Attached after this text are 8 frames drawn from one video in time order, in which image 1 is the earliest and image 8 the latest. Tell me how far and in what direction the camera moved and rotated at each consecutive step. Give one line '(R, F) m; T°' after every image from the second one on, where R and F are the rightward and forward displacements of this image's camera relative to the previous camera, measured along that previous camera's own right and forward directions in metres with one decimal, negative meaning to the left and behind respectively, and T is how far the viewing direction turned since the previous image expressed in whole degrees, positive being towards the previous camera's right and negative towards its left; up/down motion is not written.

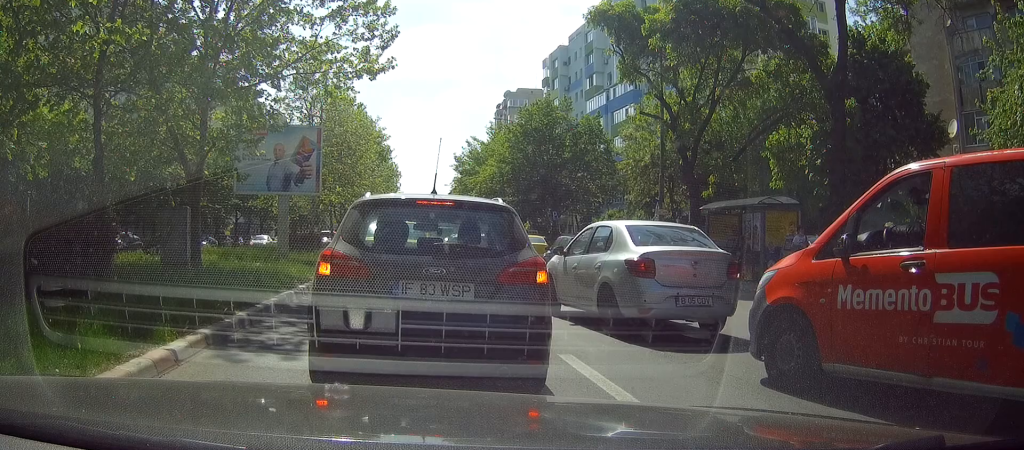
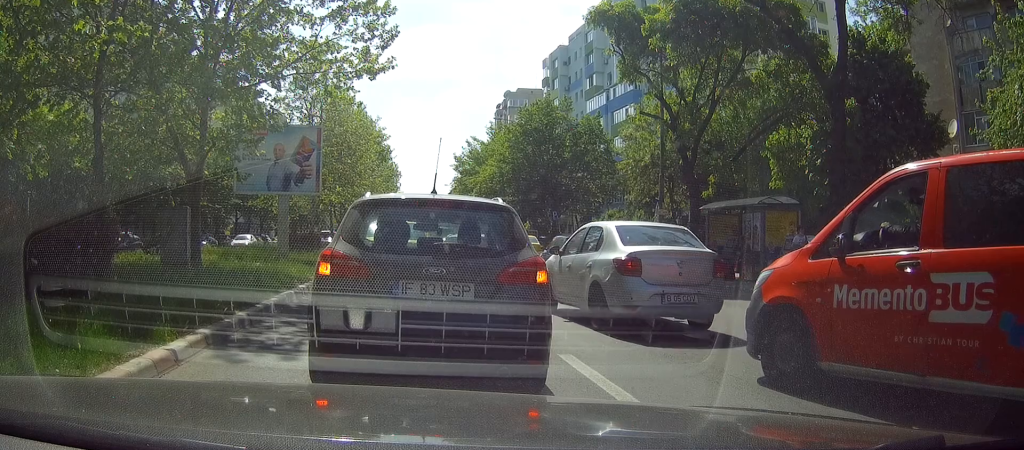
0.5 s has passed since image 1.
(0.0, 0.0) m; 0°
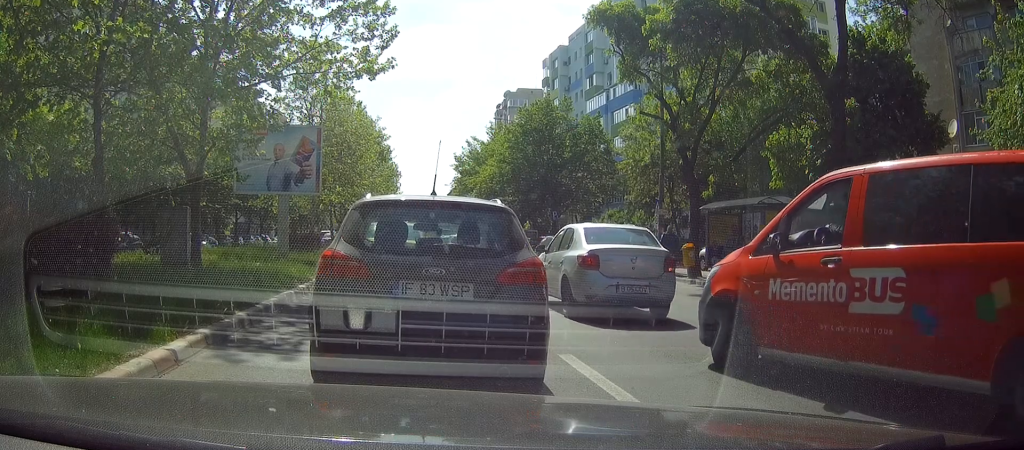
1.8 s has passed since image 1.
(0.0, 0.0) m; 0°
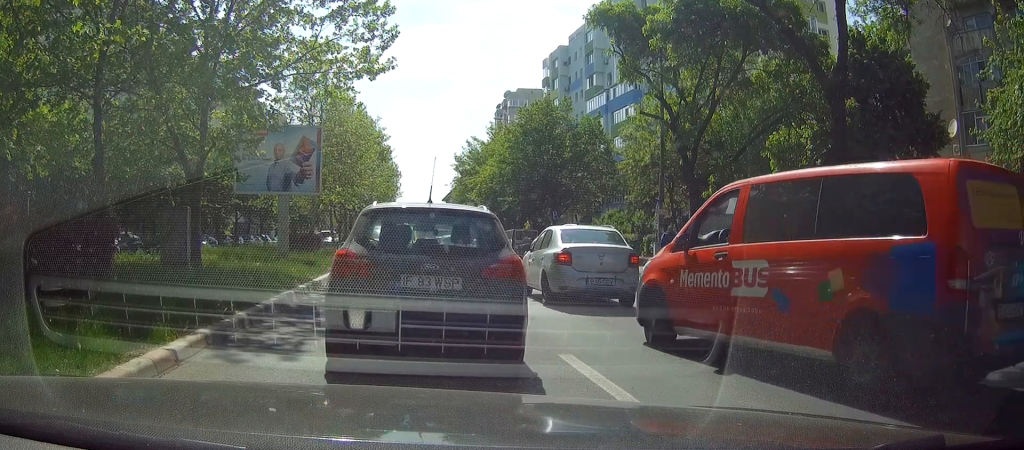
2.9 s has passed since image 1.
(0.0, 0.0) m; 0°
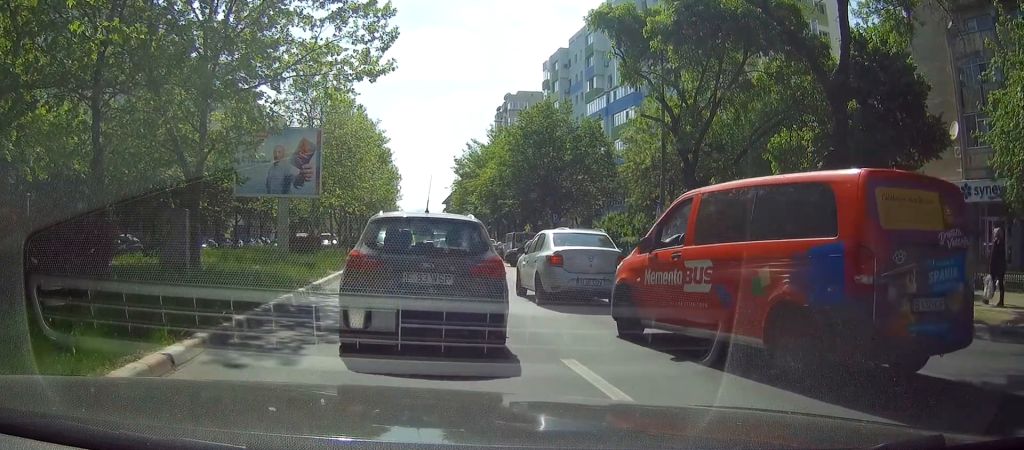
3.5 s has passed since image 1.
(0.0, 0.0) m; 0°
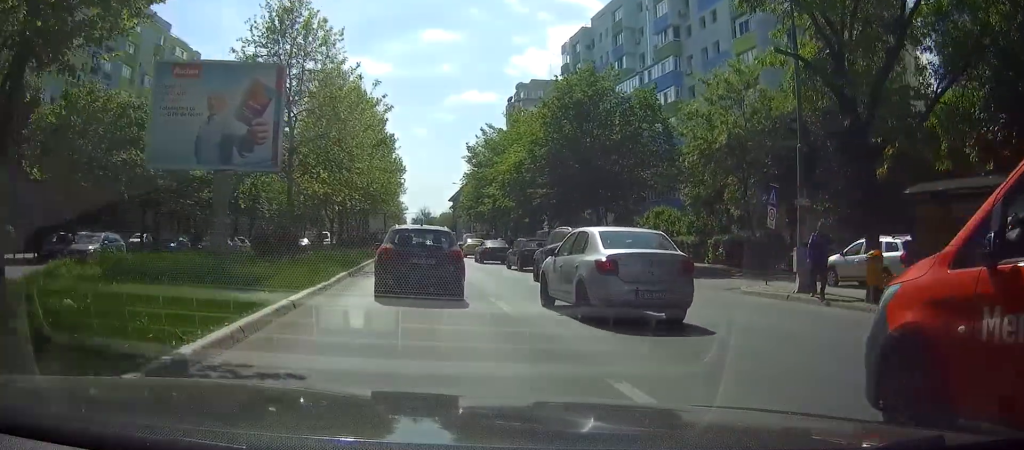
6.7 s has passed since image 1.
(+0.6, +6.9) m; +9°
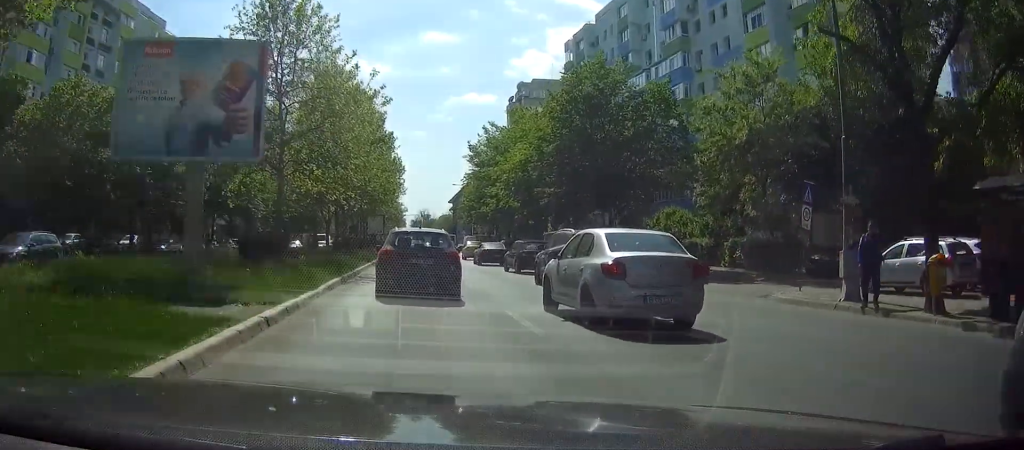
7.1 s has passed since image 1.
(0.0, +1.9) m; 0°
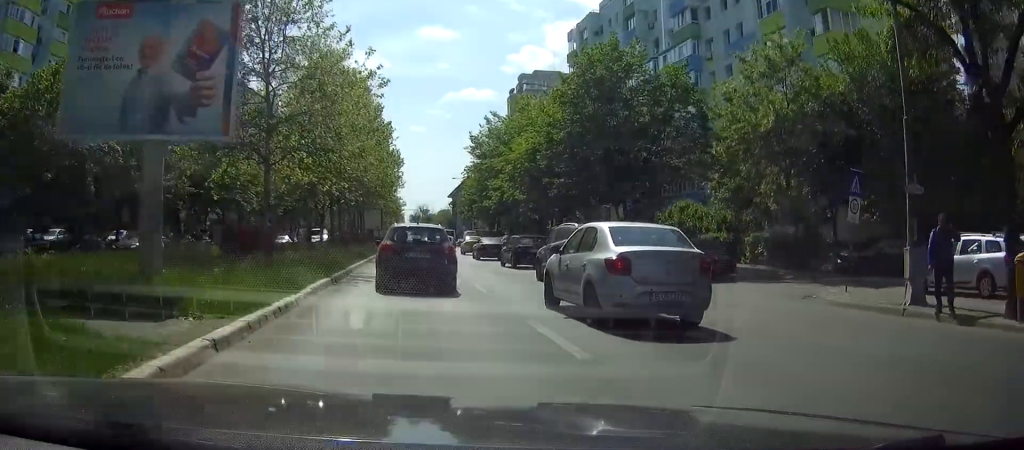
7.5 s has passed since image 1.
(0.0, +2.1) m; 0°
